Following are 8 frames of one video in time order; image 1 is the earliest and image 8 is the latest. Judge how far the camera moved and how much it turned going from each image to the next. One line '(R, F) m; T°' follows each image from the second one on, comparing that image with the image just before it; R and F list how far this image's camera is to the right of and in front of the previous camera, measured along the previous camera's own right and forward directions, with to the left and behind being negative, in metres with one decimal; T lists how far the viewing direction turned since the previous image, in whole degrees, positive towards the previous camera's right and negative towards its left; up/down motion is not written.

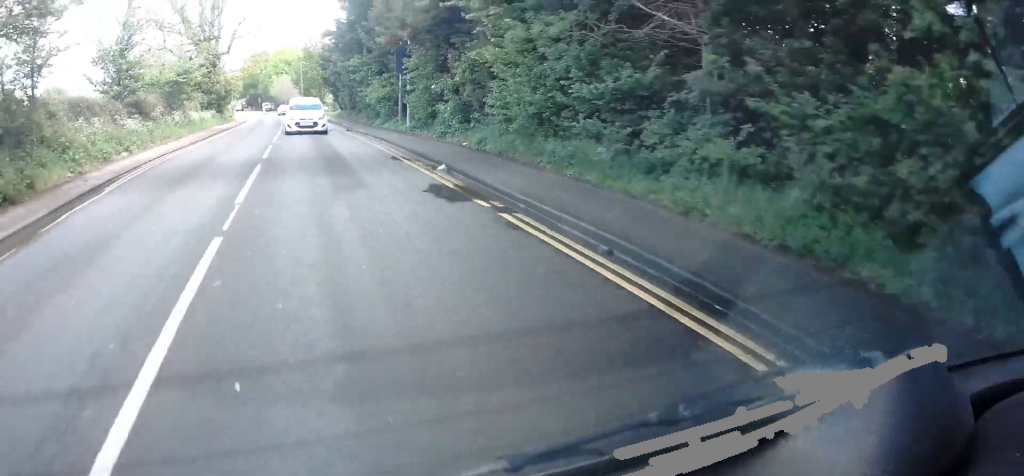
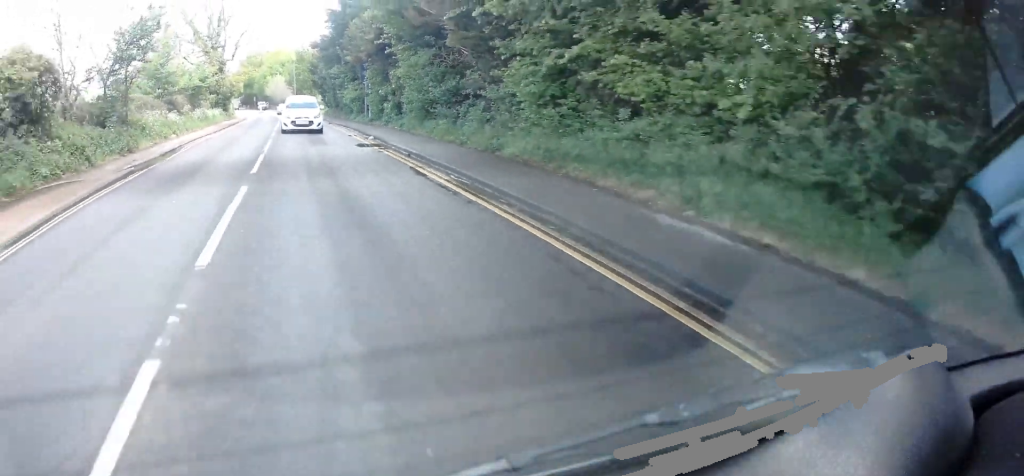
(+0.3, +9.0) m; 0°
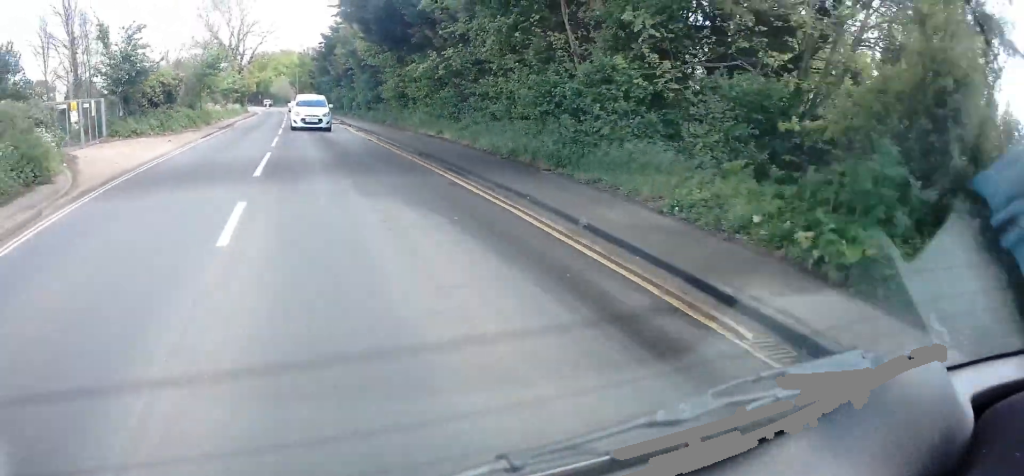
(-0.2, +16.5) m; -1°
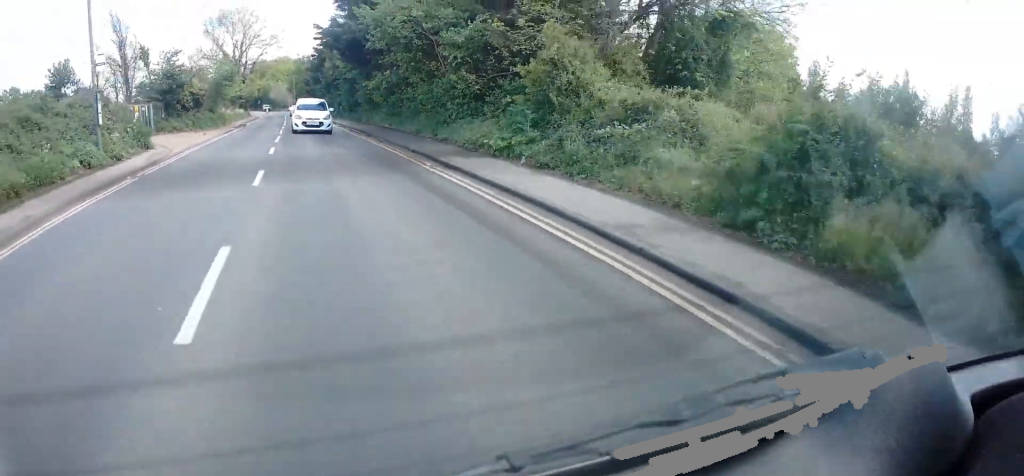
(0.0, +9.2) m; 0°
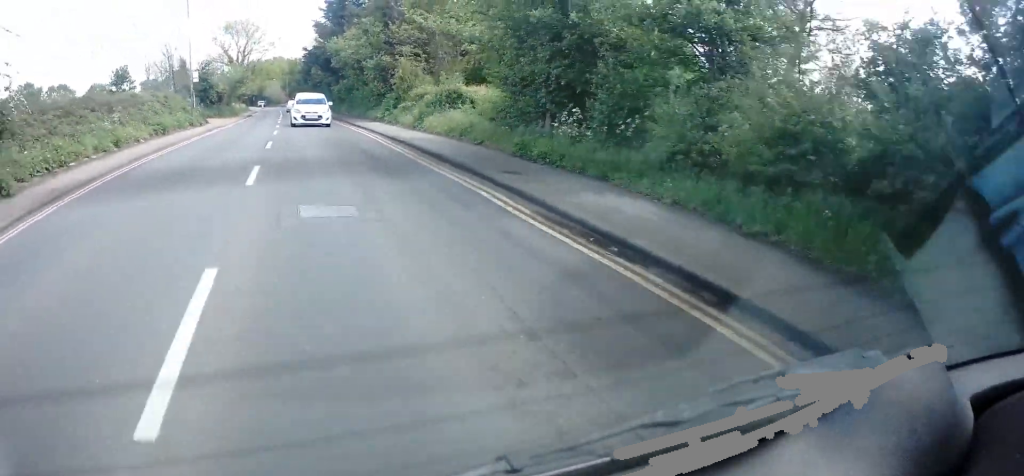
(0.0, +16.4) m; 0°
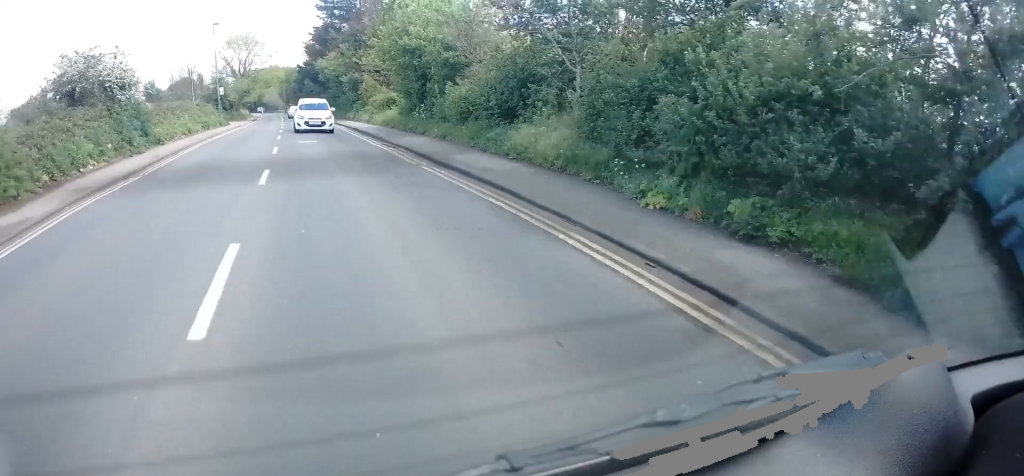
(0.0, +12.6) m; 0°
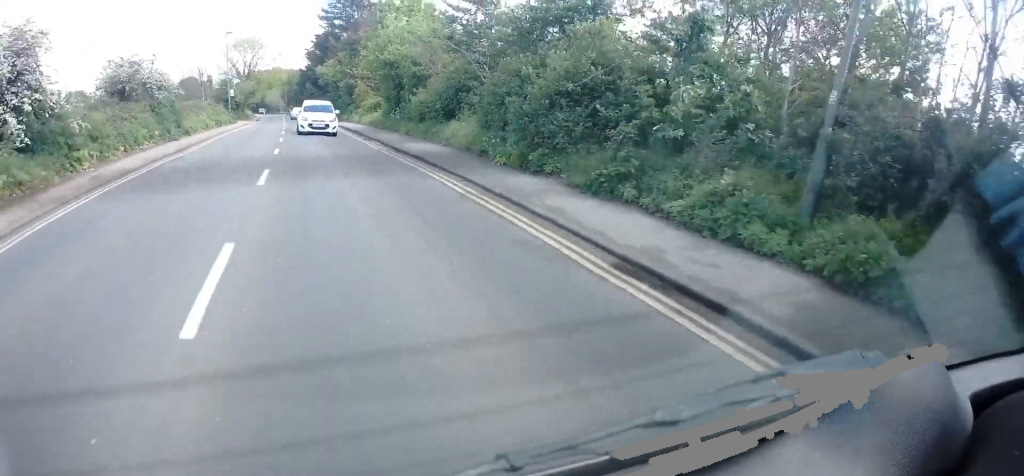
(0.0, +5.9) m; +1°
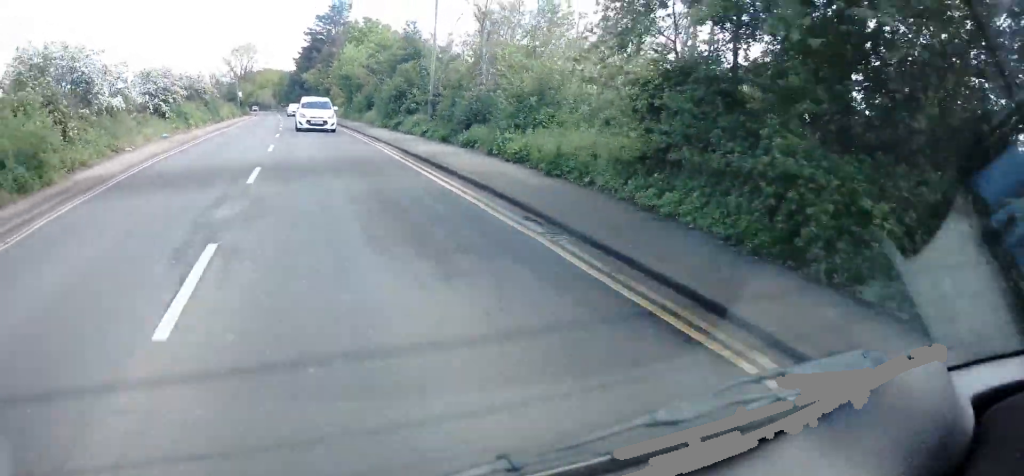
(+0.4, +17.4) m; +3°
